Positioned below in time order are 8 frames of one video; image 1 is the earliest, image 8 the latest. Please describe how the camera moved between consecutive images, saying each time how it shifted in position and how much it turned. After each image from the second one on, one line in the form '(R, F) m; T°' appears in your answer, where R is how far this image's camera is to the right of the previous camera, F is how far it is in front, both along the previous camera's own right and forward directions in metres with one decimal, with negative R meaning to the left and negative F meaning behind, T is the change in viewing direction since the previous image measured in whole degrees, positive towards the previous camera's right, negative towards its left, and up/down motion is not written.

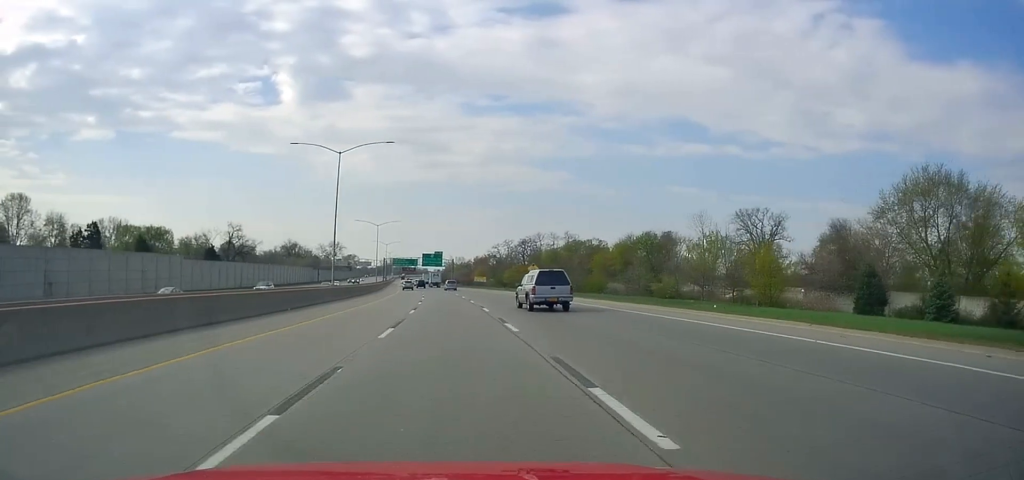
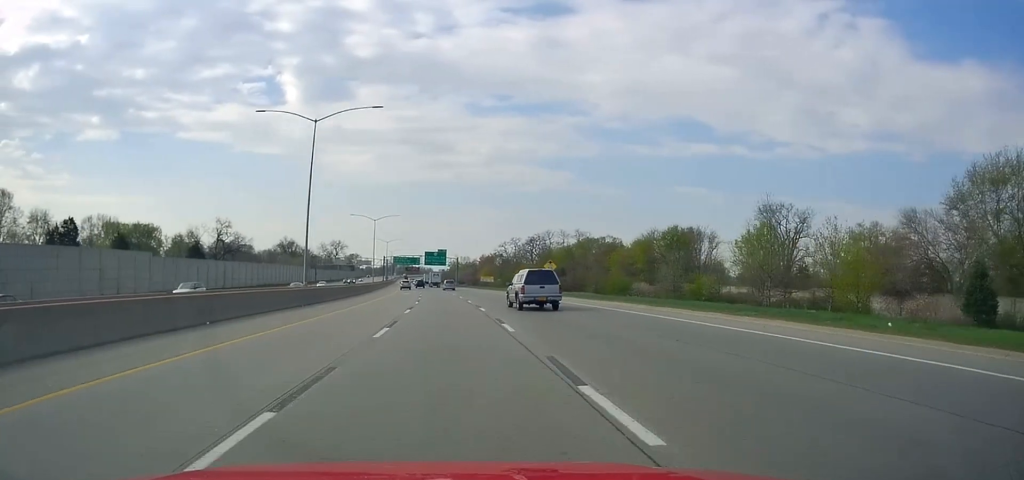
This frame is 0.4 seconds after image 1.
(+0.3, +11.9) m; 0°
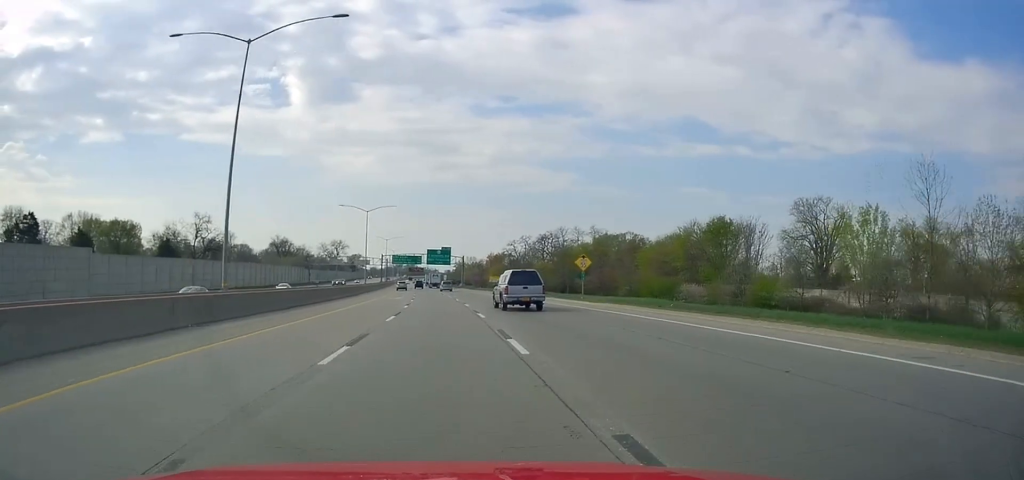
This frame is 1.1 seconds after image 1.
(-0.2, +17.4) m; -1°
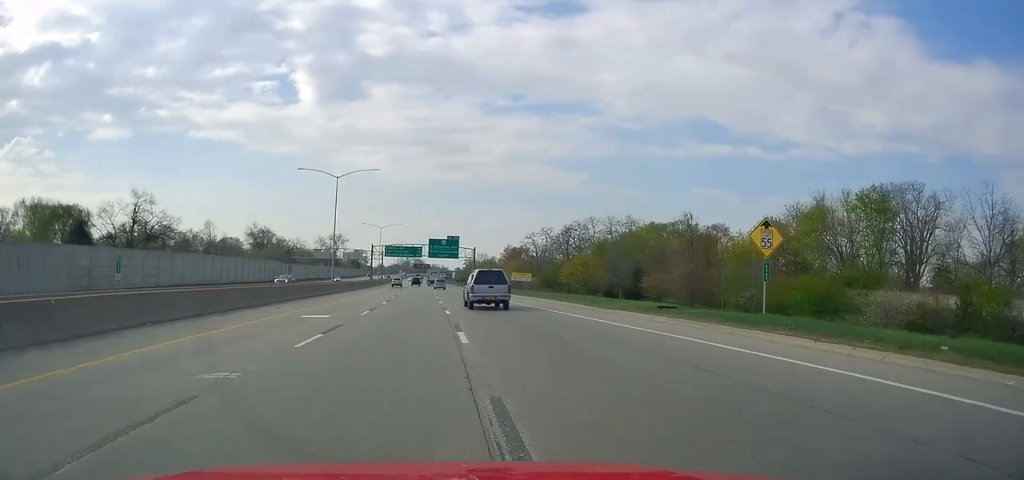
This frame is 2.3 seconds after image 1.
(-0.9, +34.2) m; -1°
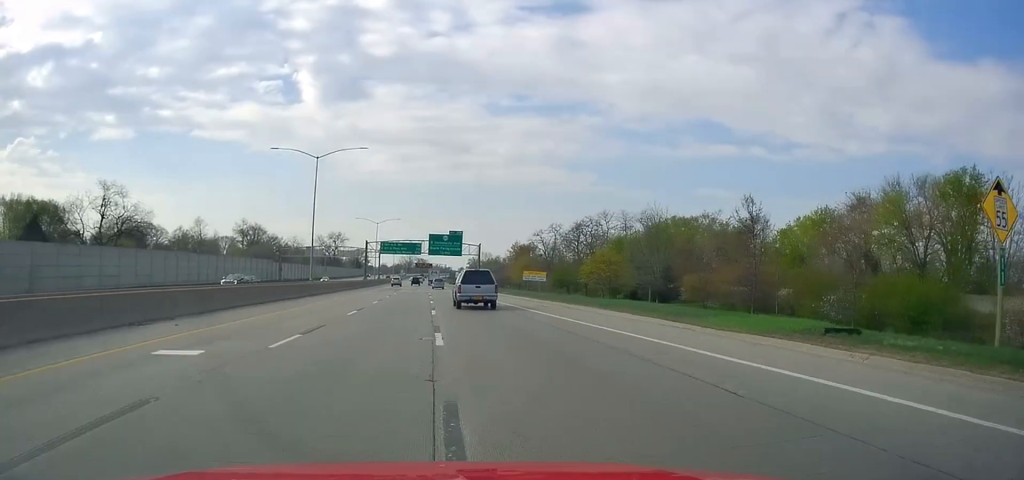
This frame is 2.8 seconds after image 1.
(-0.1, +12.2) m; 0°
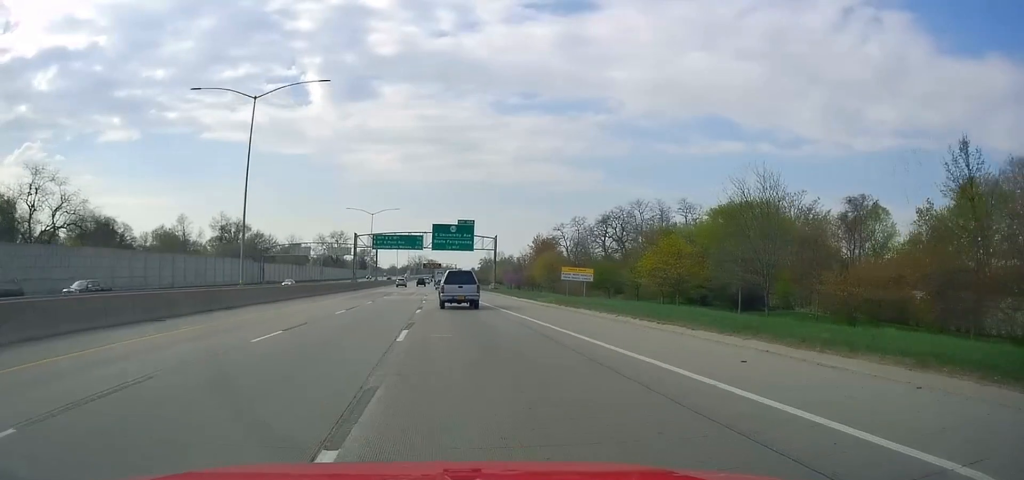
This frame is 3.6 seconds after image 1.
(+0.3, +23.4) m; 0°
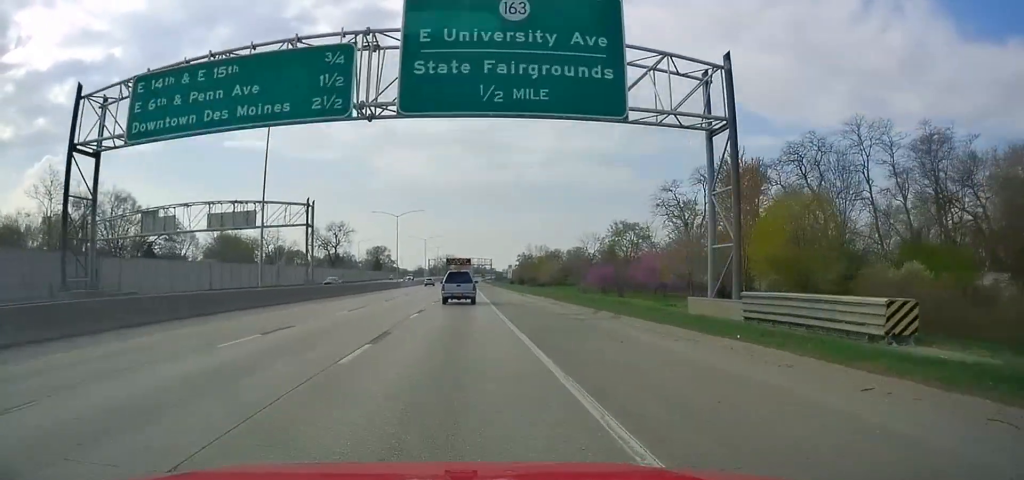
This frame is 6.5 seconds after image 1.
(-4.2, +78.7) m; -4°
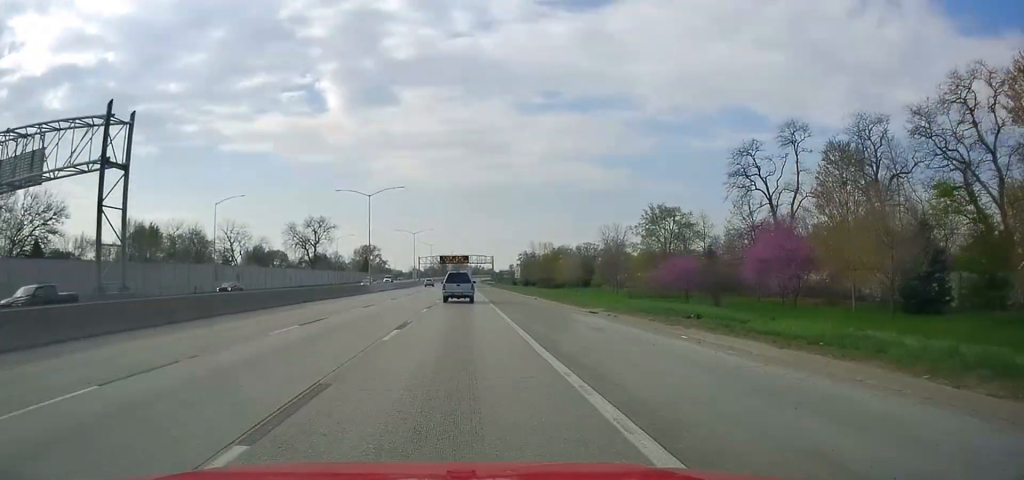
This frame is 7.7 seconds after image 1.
(0.0, +32.9) m; 0°
